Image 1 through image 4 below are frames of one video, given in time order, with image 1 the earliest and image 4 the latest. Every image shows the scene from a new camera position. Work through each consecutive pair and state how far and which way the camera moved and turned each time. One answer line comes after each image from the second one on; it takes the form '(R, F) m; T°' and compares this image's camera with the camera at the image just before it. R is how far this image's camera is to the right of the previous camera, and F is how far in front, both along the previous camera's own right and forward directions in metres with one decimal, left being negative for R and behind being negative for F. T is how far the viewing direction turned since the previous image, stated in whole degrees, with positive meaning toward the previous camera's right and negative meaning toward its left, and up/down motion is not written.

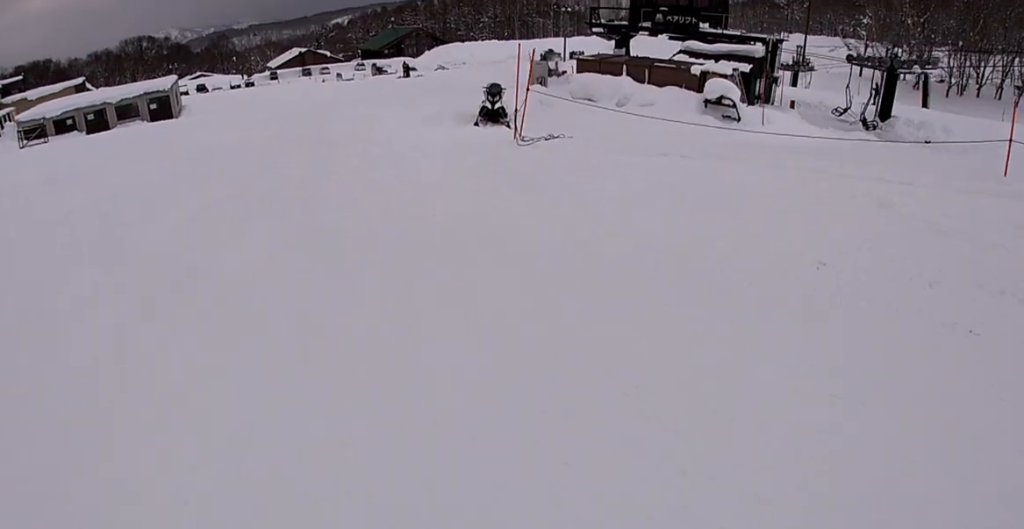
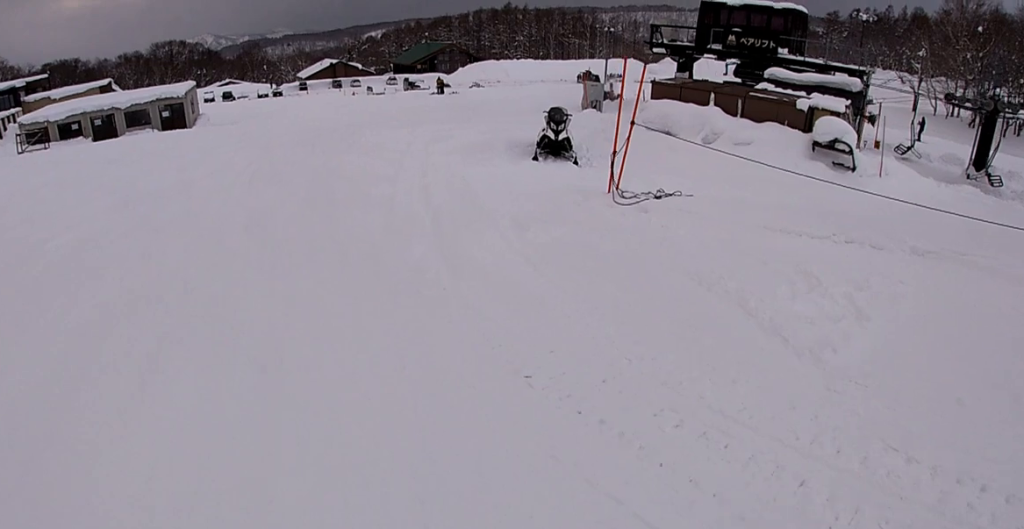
(-0.2, +3.9) m; +4°
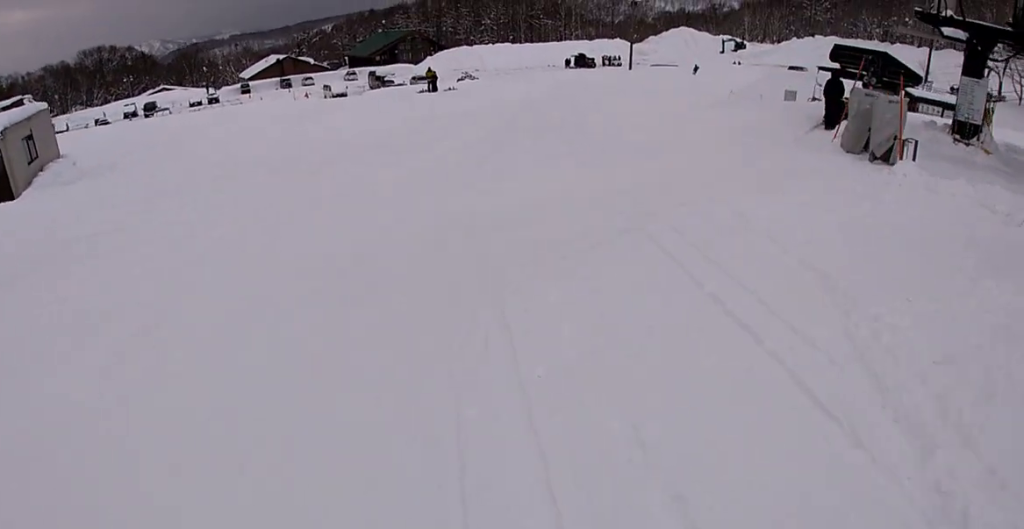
(+0.9, +18.0) m; +9°
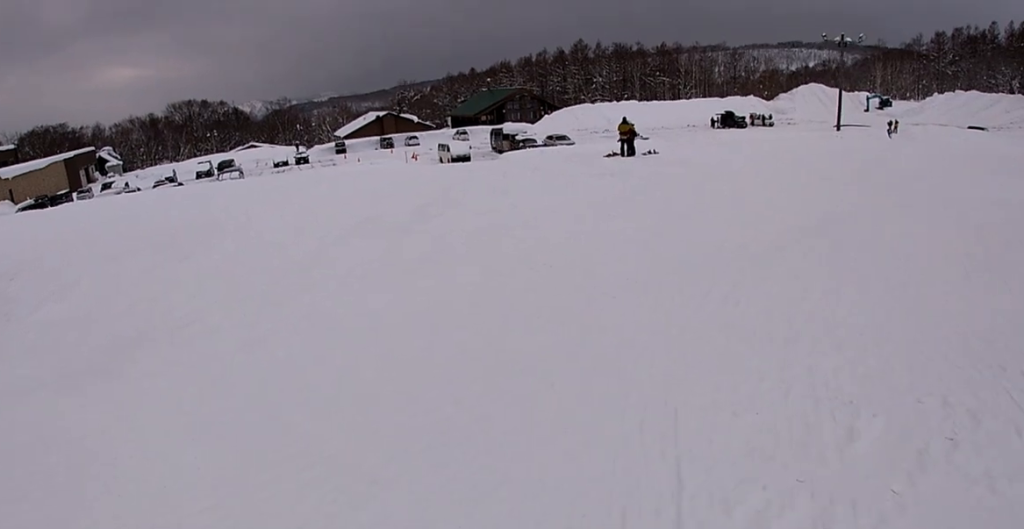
(-2.0, +16.4) m; -27°
